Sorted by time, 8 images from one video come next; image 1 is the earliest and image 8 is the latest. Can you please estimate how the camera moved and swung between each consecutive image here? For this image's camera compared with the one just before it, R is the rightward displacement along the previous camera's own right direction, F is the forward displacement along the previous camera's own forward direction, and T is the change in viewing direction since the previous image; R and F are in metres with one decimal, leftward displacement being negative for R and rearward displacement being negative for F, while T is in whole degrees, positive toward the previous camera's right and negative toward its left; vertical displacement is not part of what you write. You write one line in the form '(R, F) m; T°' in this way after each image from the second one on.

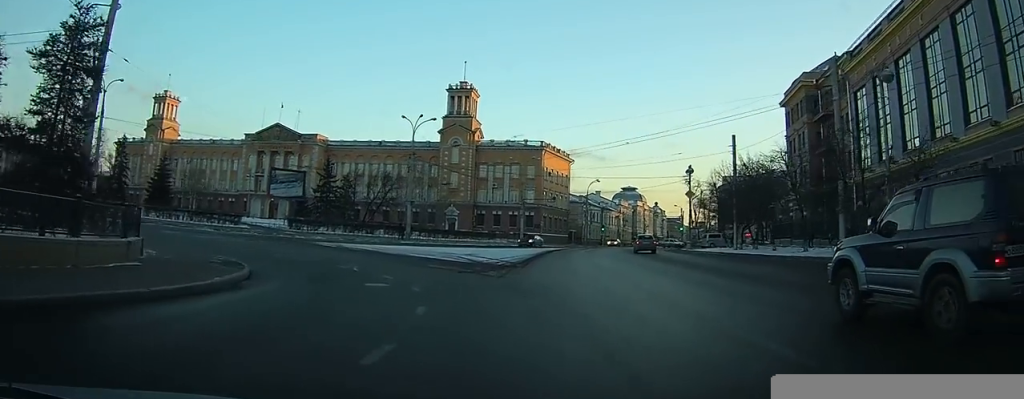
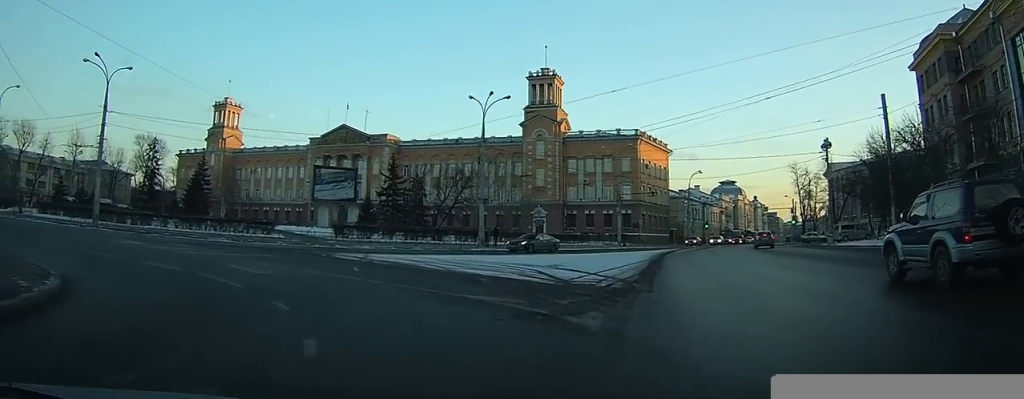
(-0.1, +13.7) m; -2°
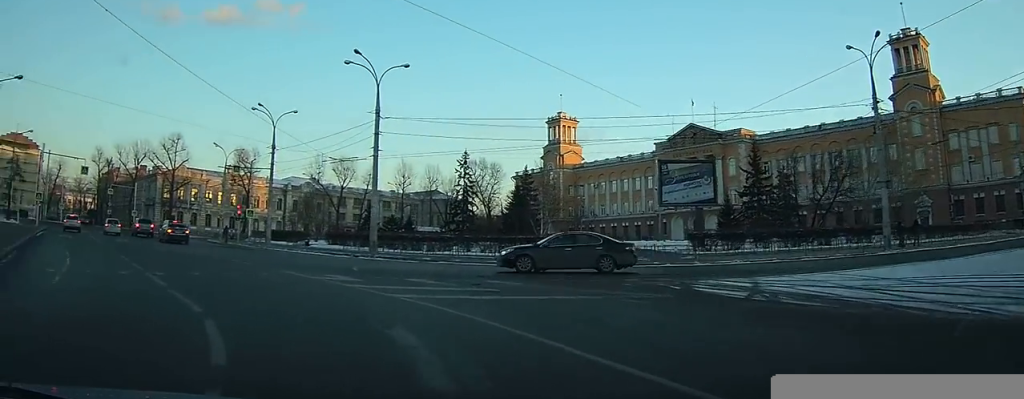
(-1.2, +16.3) m; -12°
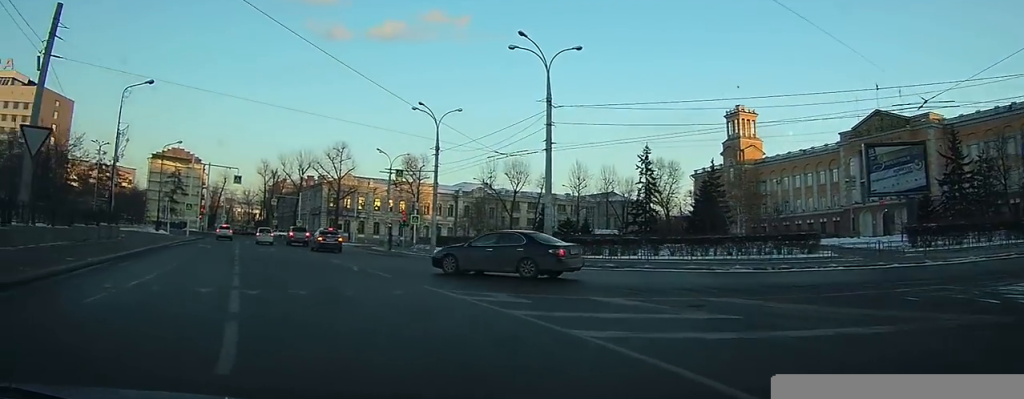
(-0.2, +6.4) m; -10°
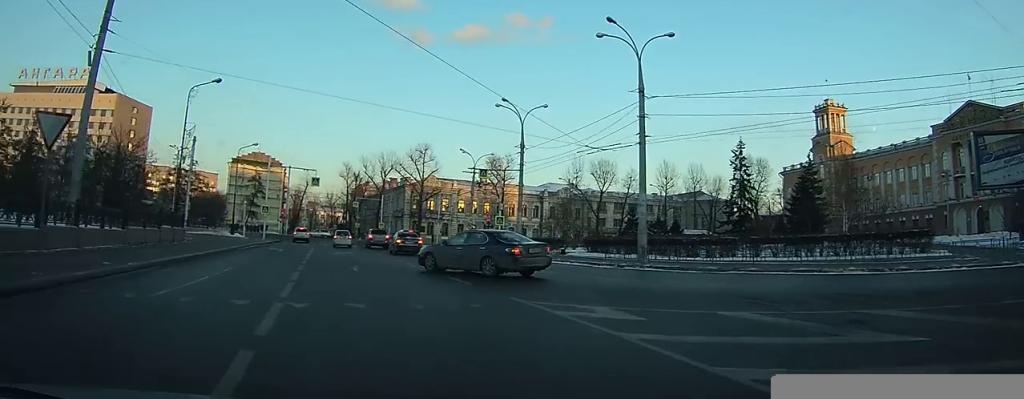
(-0.5, +2.9) m; -9°
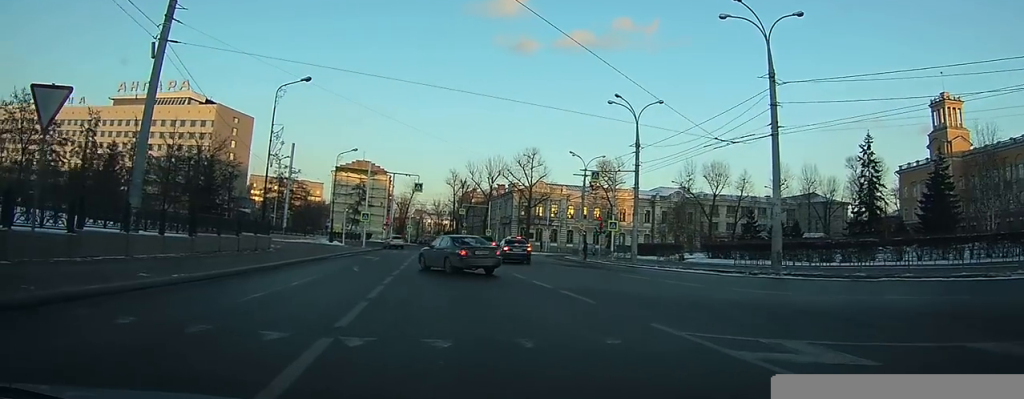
(-0.5, +5.2) m; -17°
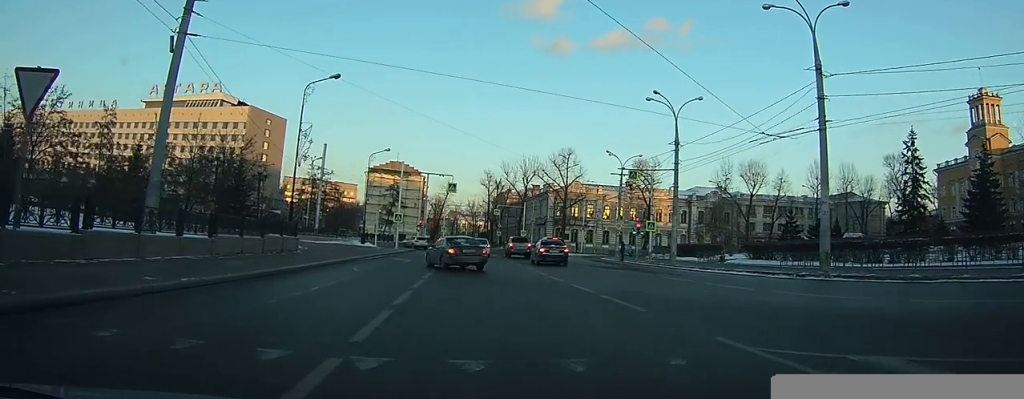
(-0.6, +2.4) m; -7°
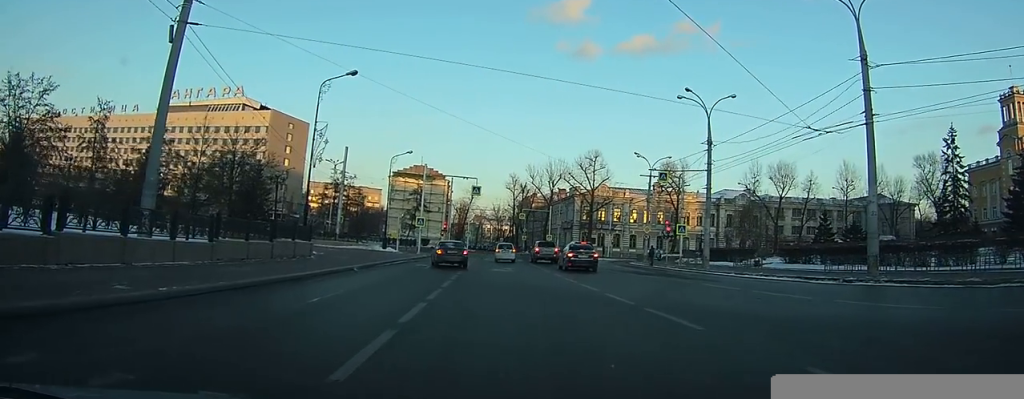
(-0.5, +4.5) m; -8°
